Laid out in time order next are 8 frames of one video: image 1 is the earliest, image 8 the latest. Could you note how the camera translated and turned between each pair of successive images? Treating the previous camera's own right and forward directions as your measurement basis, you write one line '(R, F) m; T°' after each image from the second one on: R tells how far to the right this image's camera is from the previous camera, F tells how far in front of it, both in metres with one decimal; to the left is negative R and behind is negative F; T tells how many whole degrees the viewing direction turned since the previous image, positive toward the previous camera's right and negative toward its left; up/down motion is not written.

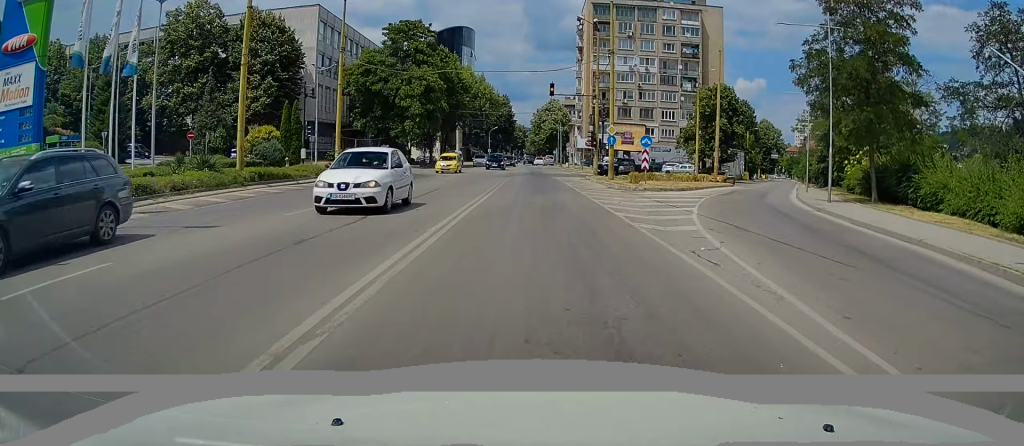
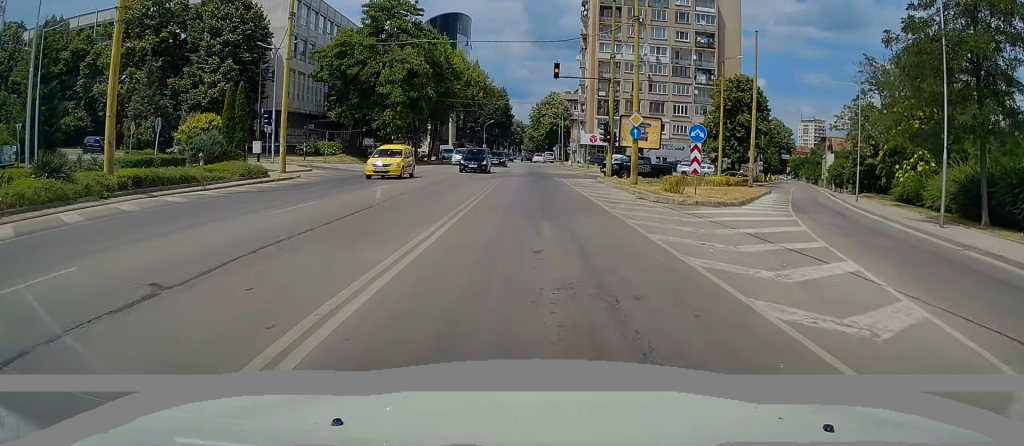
(+0.1, +10.1) m; 0°
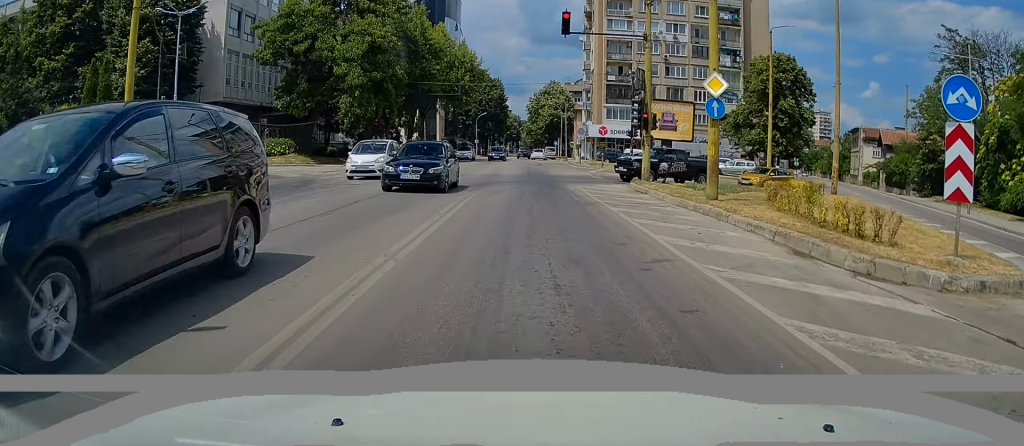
(-0.2, +14.5) m; 0°
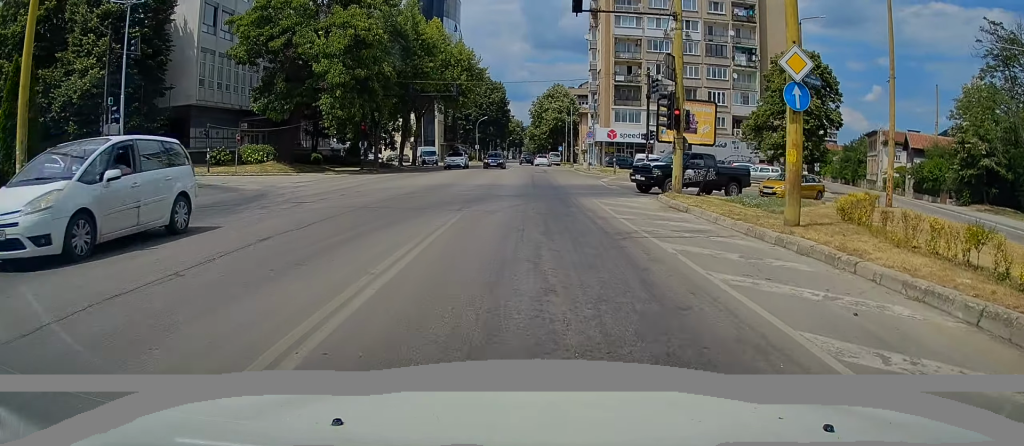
(+0.1, +5.4) m; +5°
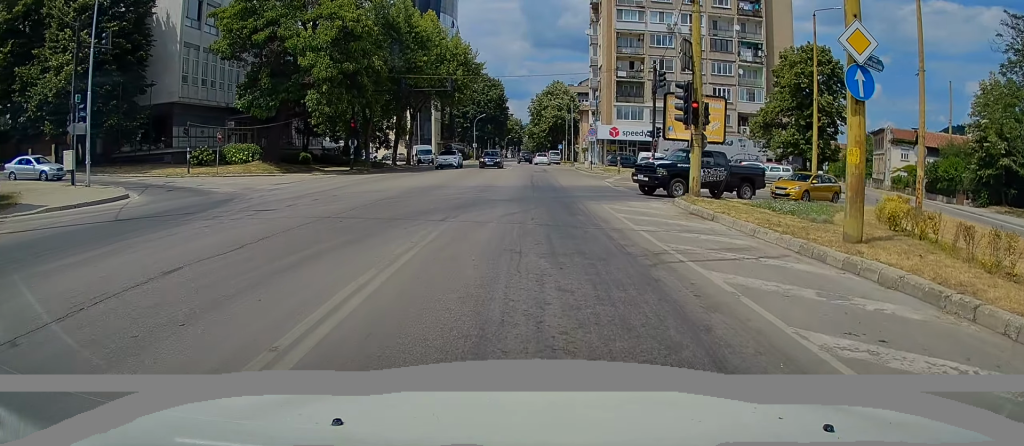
(+0.2, +2.2) m; +2°
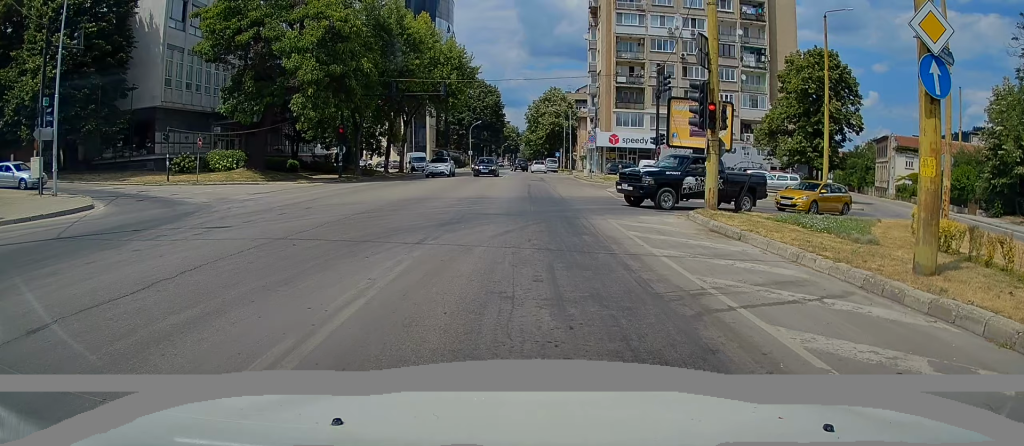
(+0.1, +1.9) m; -2°
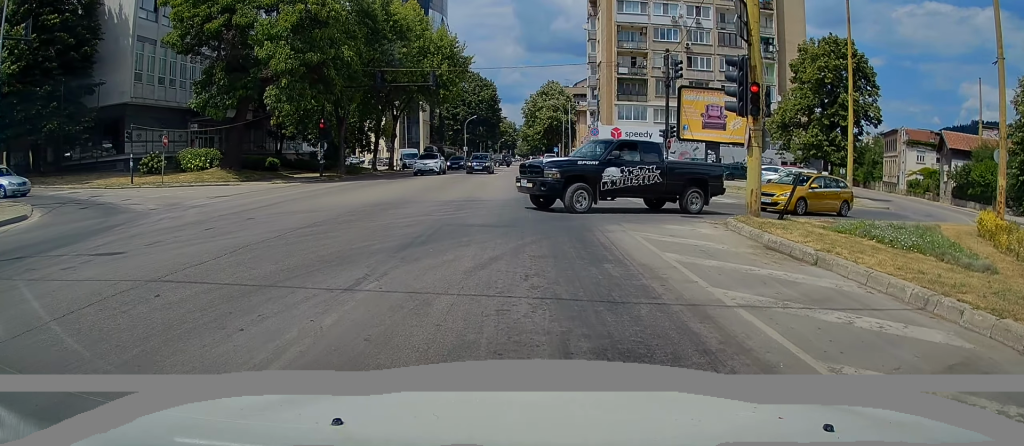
(-0.2, +2.5) m; -5°
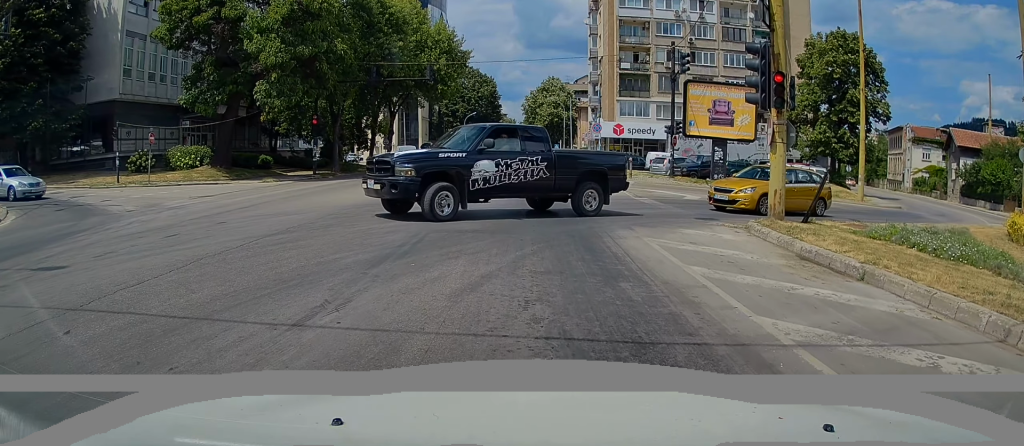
(-0.2, +1.1) m; 0°
